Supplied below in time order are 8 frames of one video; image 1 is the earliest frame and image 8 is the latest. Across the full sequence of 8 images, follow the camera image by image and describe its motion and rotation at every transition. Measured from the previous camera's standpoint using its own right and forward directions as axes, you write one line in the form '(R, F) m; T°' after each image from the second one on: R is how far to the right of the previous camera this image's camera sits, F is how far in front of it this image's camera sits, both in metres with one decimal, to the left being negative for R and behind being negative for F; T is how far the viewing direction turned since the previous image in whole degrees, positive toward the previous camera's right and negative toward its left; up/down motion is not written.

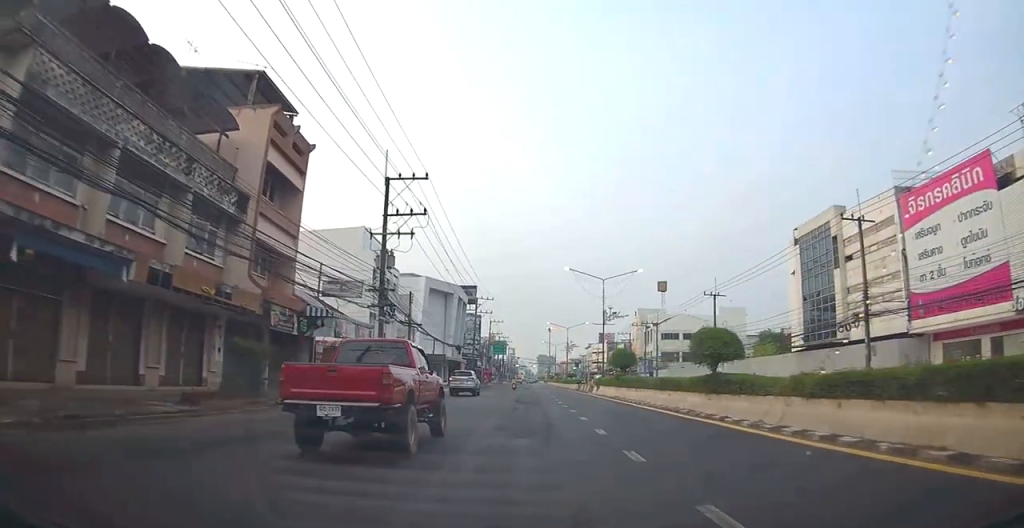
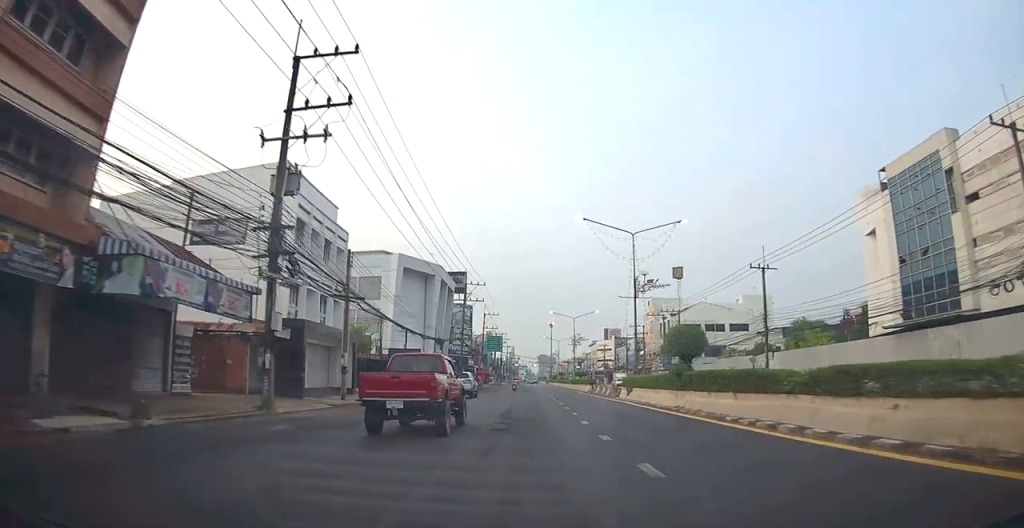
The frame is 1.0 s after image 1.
(-0.1, +13.4) m; 0°
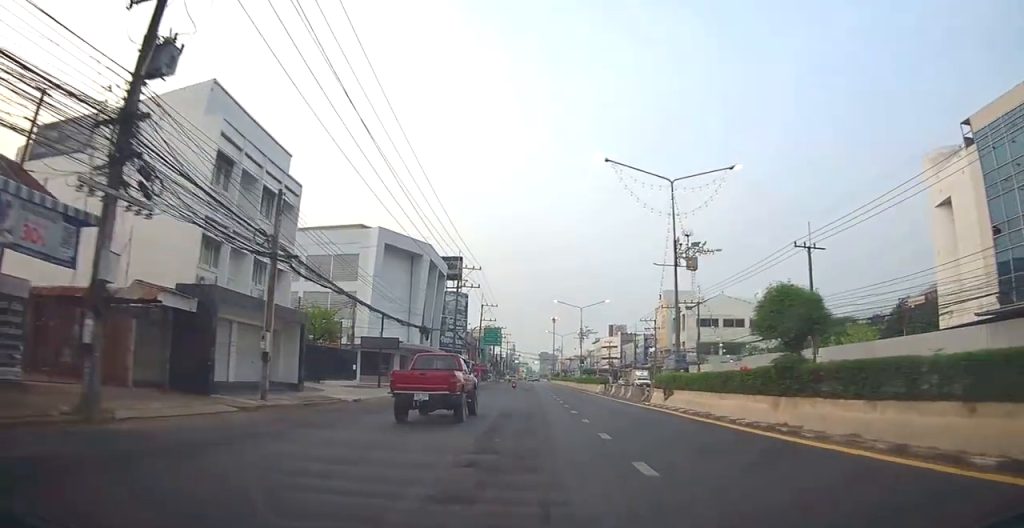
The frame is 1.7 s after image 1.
(0.0, +8.0) m; 0°
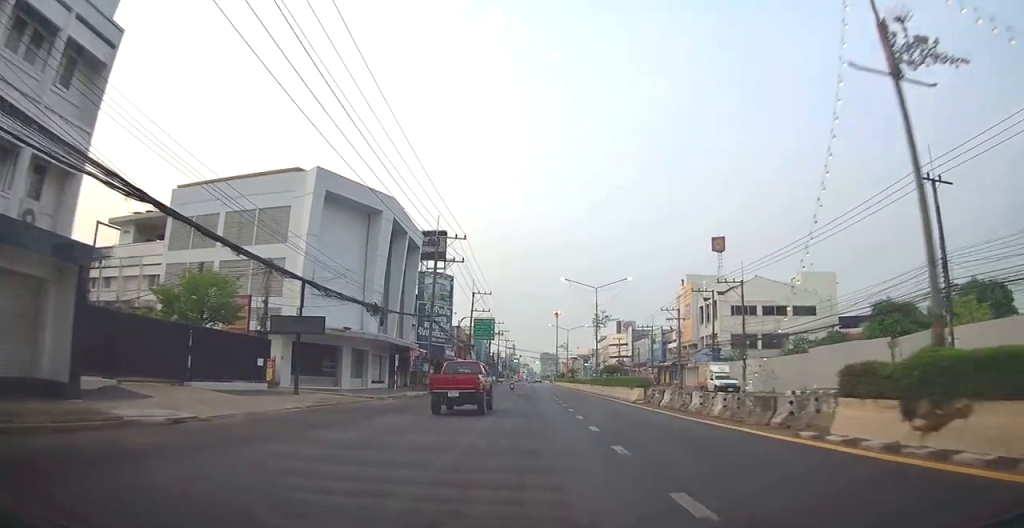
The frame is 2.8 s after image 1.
(0.0, +14.3) m; 0°
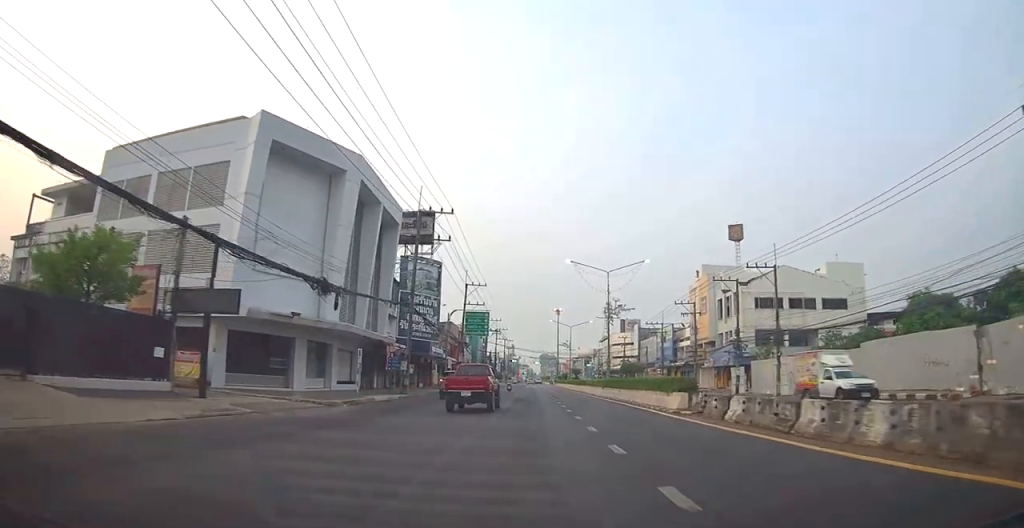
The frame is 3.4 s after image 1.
(-0.1, +7.8) m; 0°
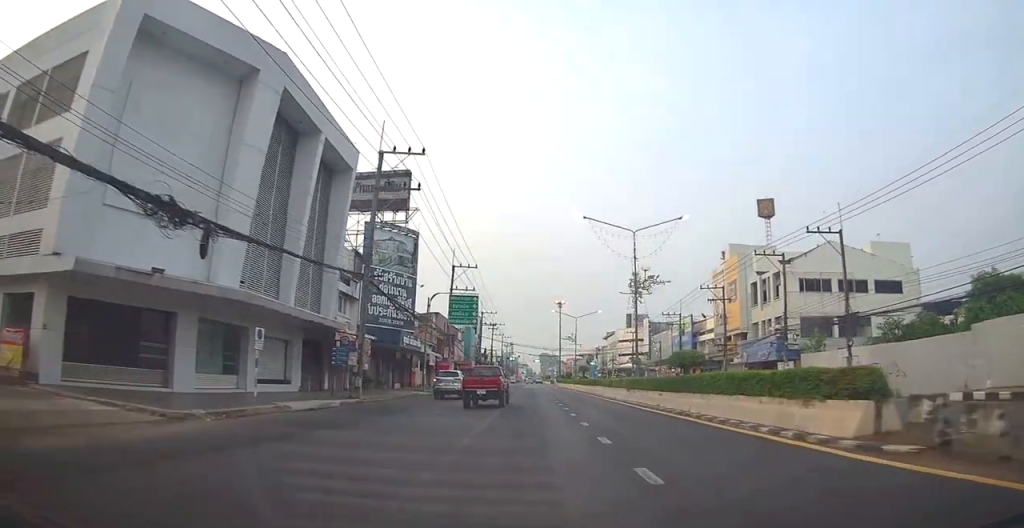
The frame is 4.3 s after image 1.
(+0.2, +11.0) m; +1°
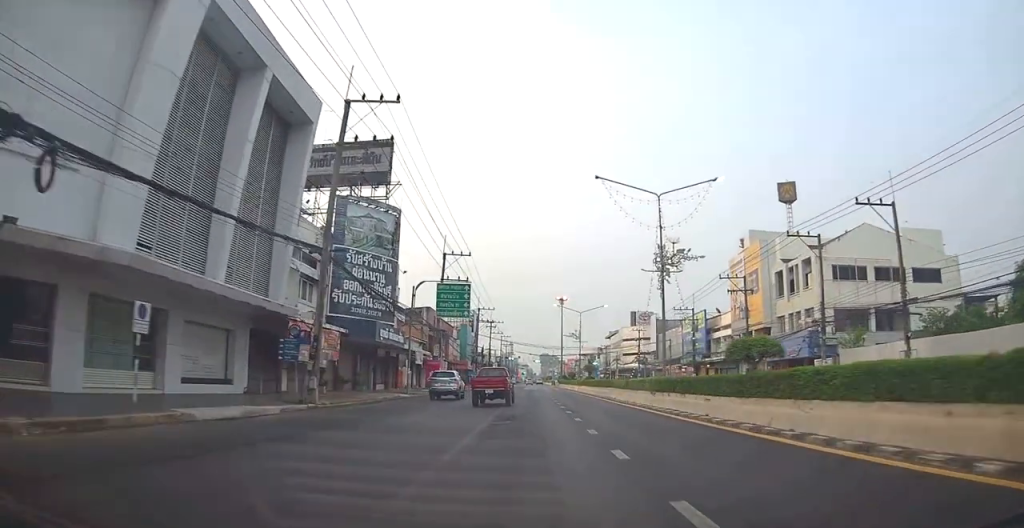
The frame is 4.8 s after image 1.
(0.0, +6.2) m; -2°
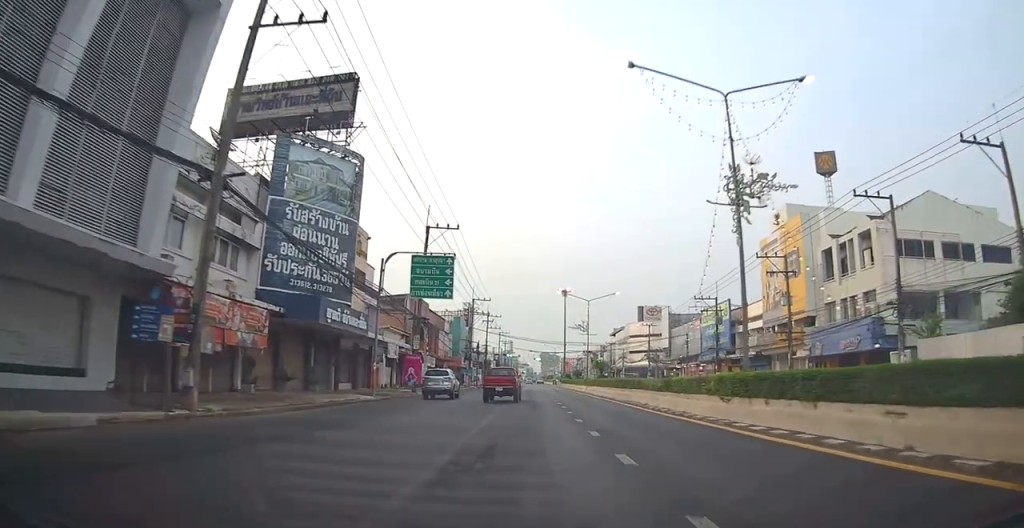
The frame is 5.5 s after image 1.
(0.0, +9.0) m; -2°
